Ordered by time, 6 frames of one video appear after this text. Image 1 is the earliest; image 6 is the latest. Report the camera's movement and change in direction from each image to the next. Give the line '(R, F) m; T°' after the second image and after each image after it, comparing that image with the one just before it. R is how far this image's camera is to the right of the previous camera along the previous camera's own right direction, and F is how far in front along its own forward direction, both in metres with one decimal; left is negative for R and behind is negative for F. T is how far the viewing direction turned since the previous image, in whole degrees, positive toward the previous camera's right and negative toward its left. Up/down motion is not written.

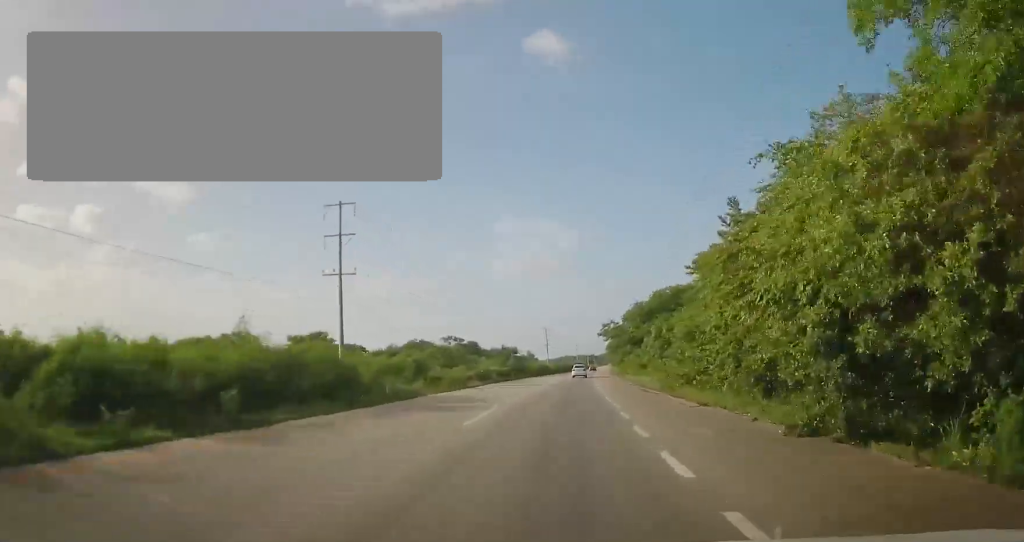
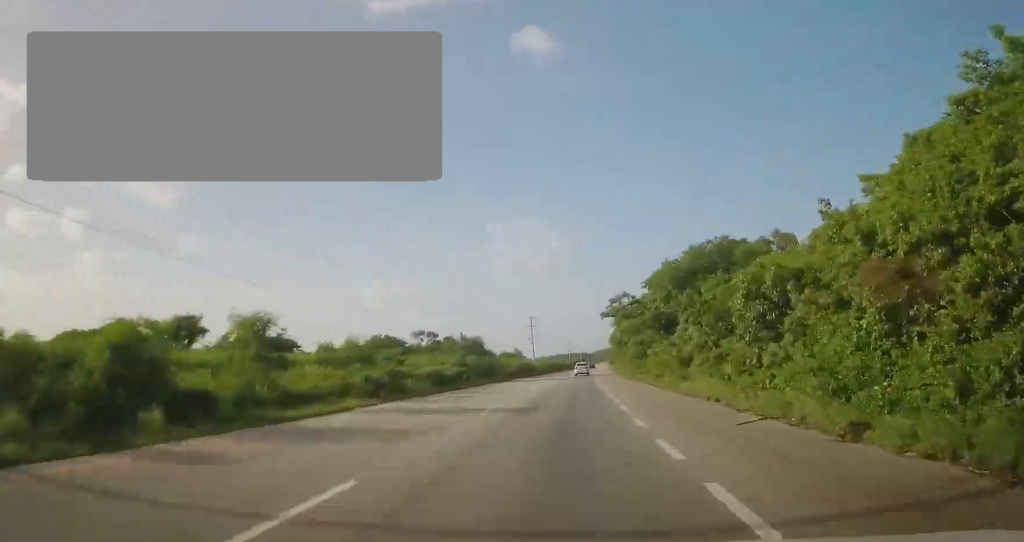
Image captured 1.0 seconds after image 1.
(0.0, +27.3) m; 0°
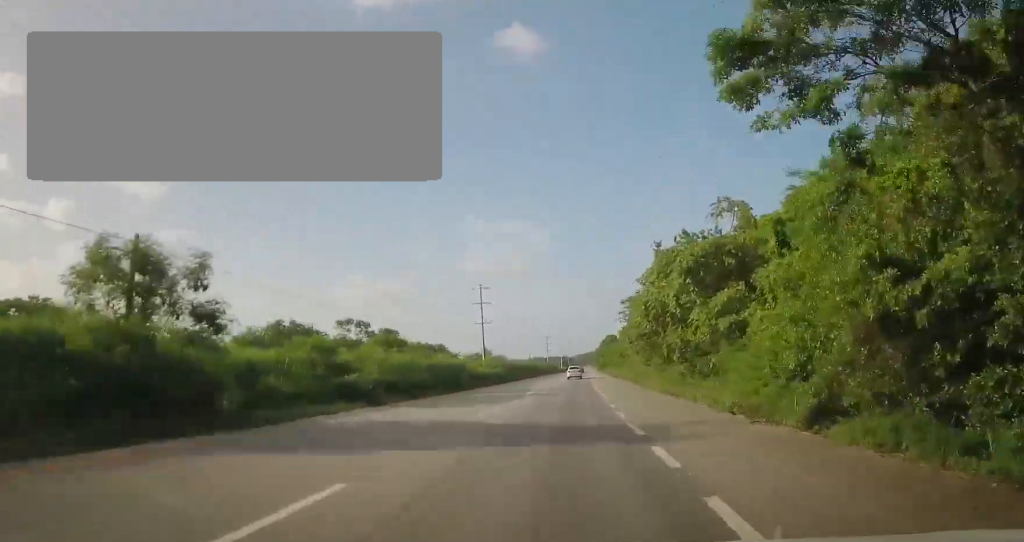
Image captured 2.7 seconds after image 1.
(+0.7, +44.6) m; +2°
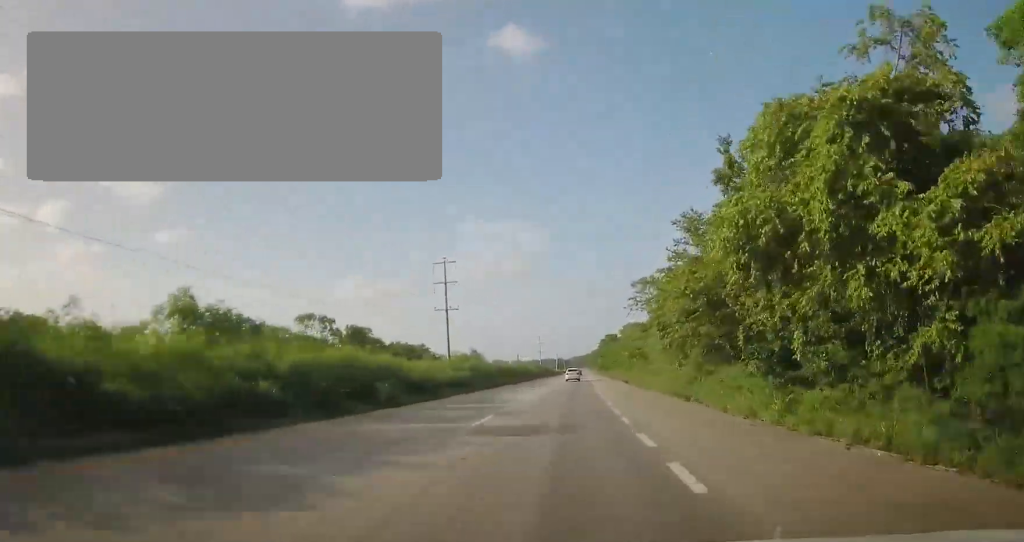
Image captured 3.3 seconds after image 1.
(+0.2, +17.6) m; +1°
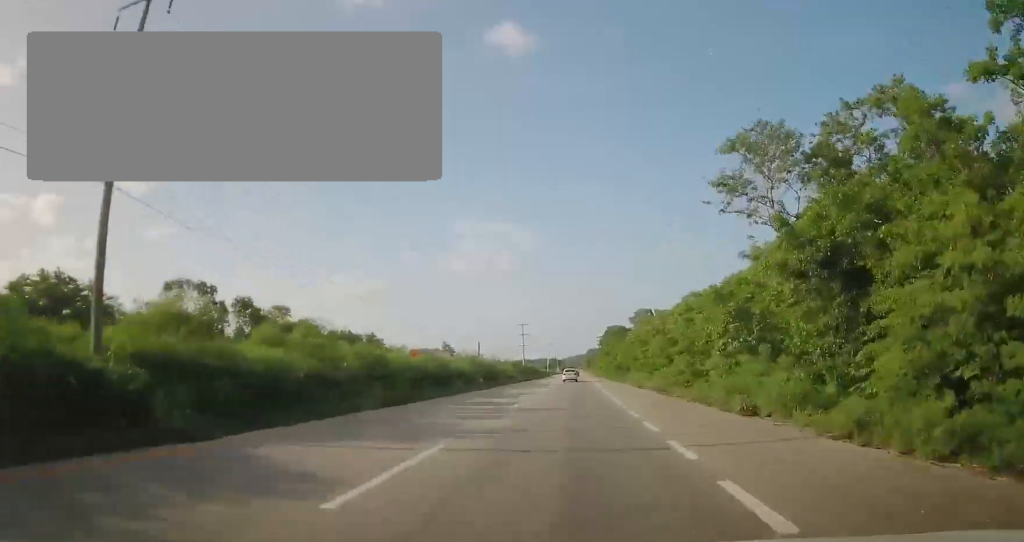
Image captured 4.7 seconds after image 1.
(+0.4, +37.9) m; +1°
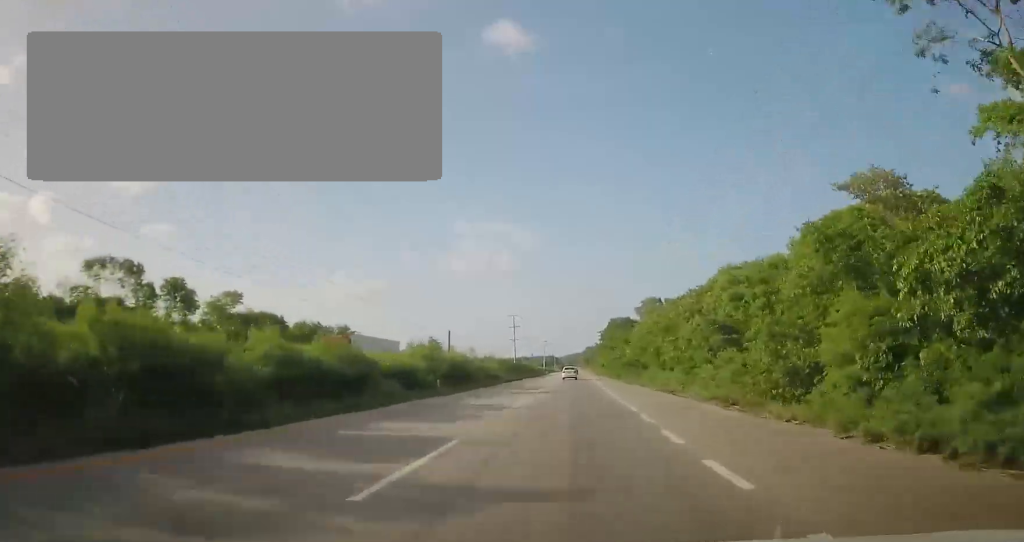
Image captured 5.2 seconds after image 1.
(+0.2, +14.5) m; 0°
